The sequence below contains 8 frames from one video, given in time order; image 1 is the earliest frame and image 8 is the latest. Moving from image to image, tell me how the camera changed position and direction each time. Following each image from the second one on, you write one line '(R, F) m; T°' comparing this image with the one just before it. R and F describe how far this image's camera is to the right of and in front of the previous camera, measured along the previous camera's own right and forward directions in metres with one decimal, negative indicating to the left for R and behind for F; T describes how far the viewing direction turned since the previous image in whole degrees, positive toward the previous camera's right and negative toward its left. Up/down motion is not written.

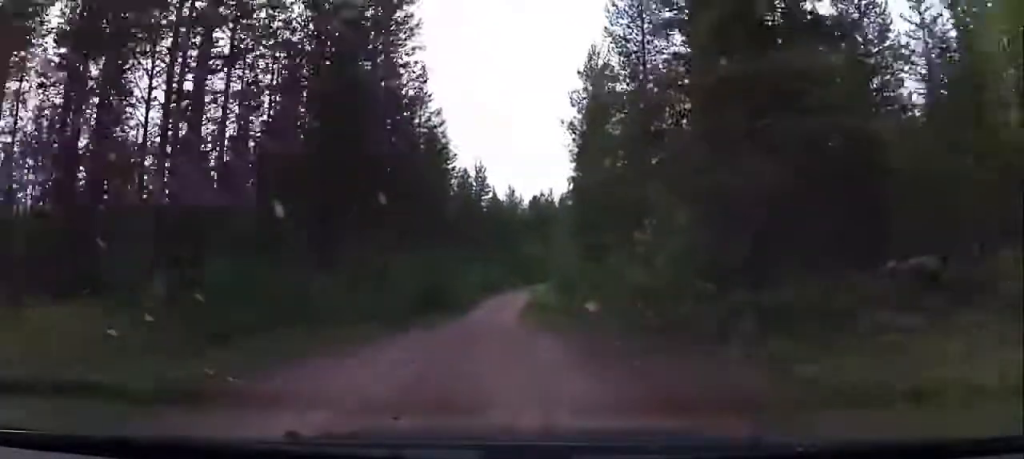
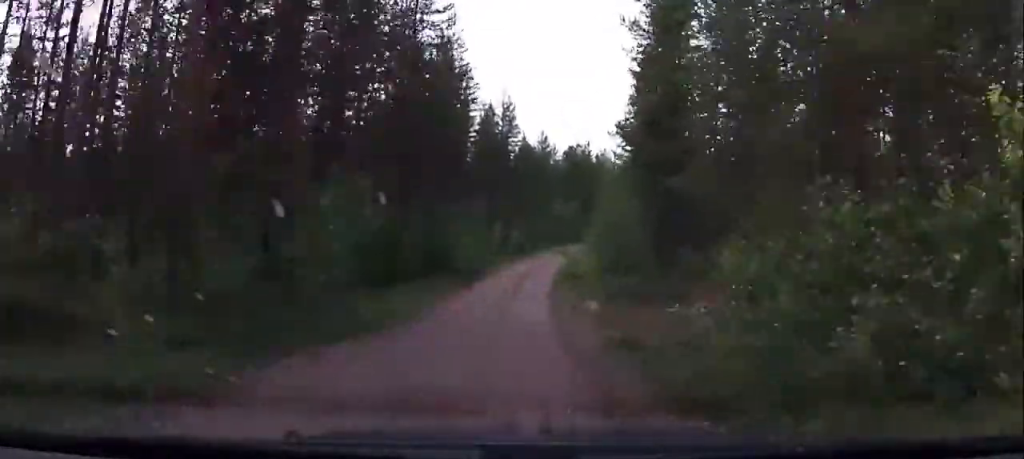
(0.0, +14.5) m; +1°
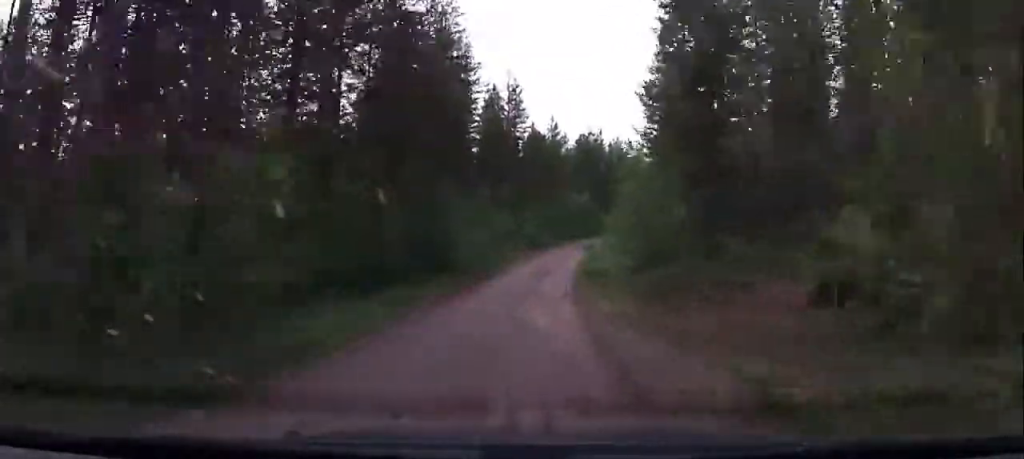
(+0.1, +5.7) m; +1°
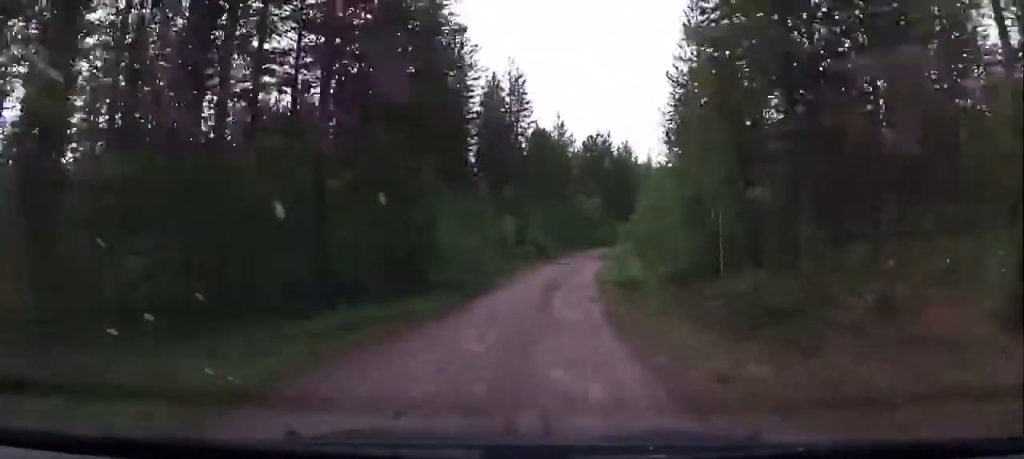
(+0.1, +6.7) m; +1°
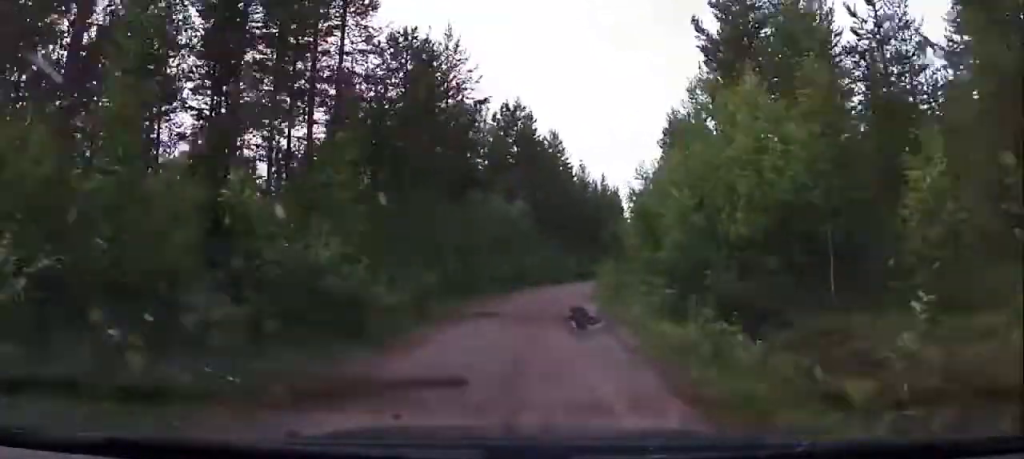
(+0.6, +30.0) m; +2°
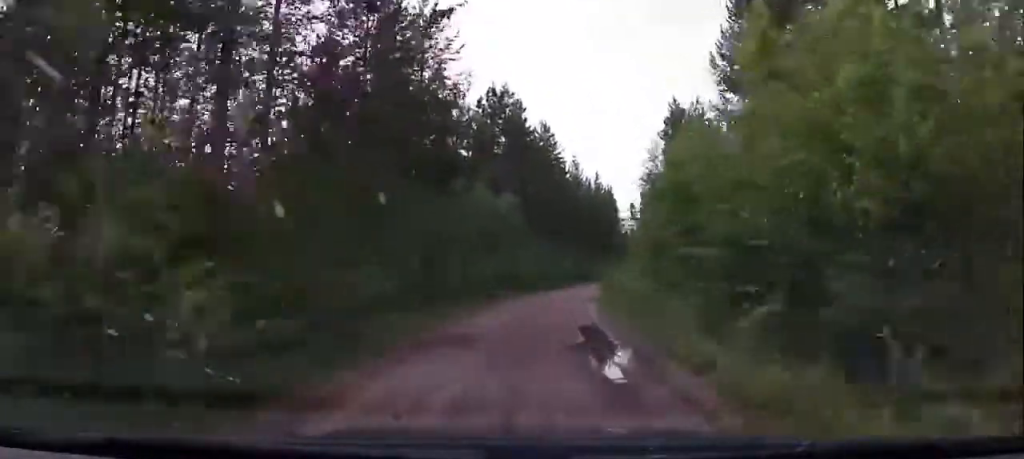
(0.0, +5.7) m; 0°
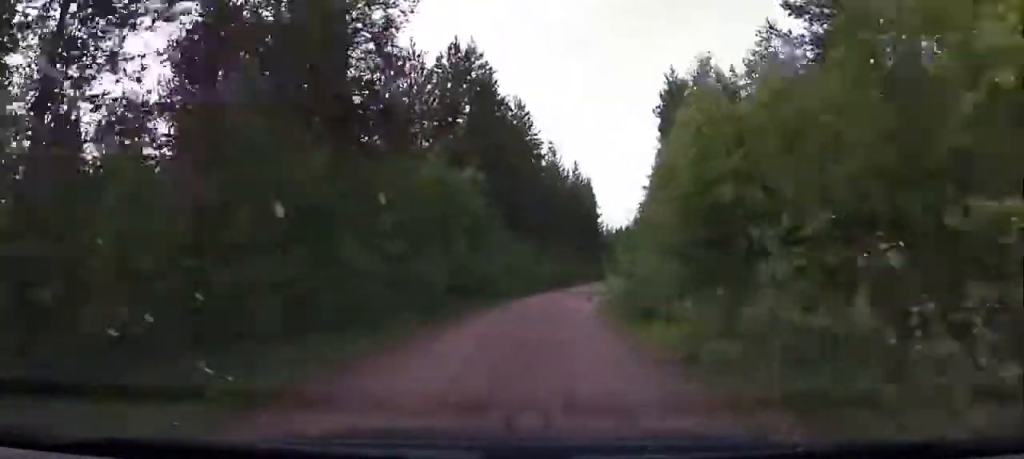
(0.0, +9.8) m; +1°
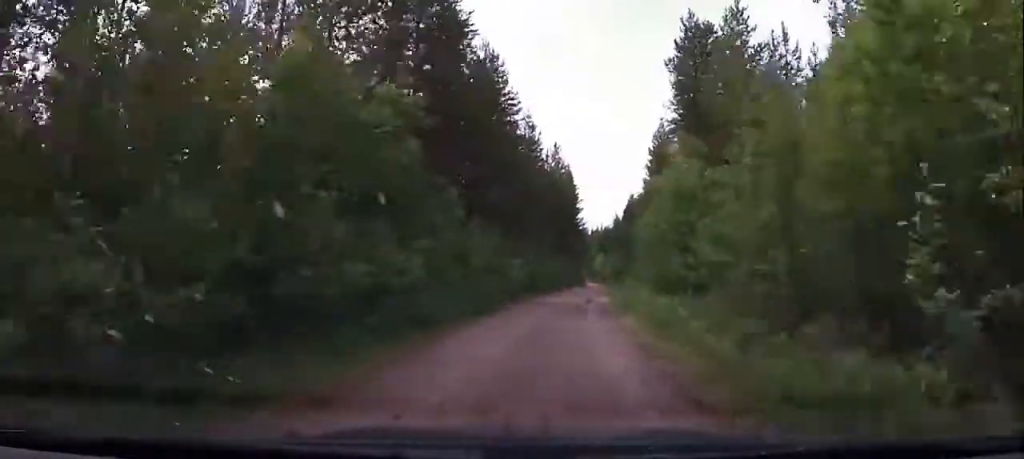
(+0.3, +13.4) m; +2°
